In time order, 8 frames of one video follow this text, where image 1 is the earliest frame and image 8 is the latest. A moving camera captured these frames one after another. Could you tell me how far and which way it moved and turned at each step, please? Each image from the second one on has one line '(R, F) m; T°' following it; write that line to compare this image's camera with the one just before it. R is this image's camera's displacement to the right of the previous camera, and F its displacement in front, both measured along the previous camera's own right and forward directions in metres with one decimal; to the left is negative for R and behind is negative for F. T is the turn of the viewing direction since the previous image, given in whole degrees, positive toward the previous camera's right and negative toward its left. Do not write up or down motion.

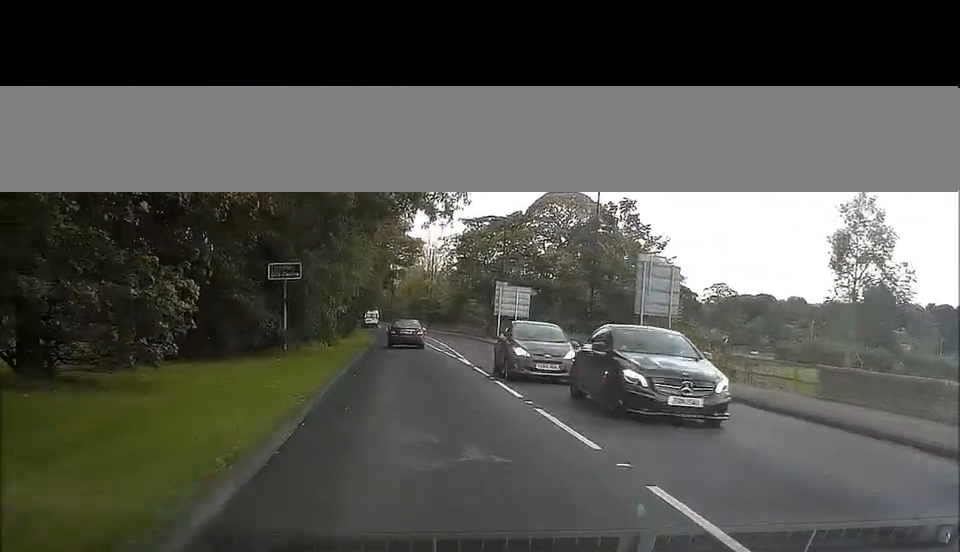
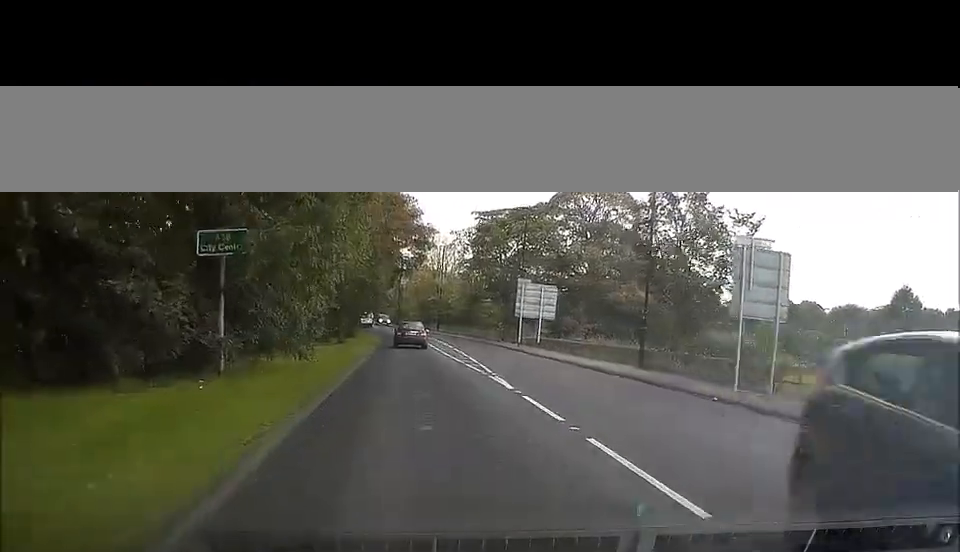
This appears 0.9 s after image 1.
(-0.3, +9.1) m; -2°
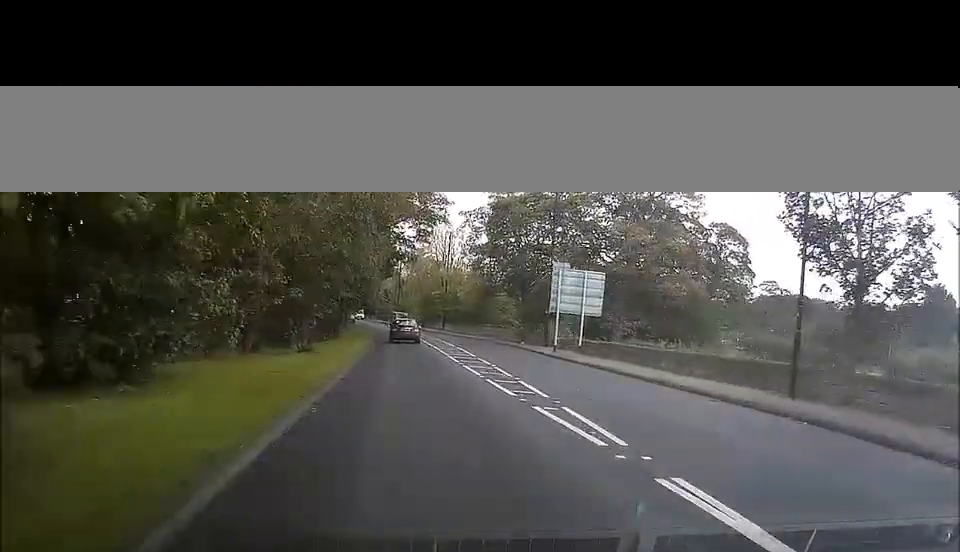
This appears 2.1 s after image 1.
(-0.2, +14.4) m; 0°
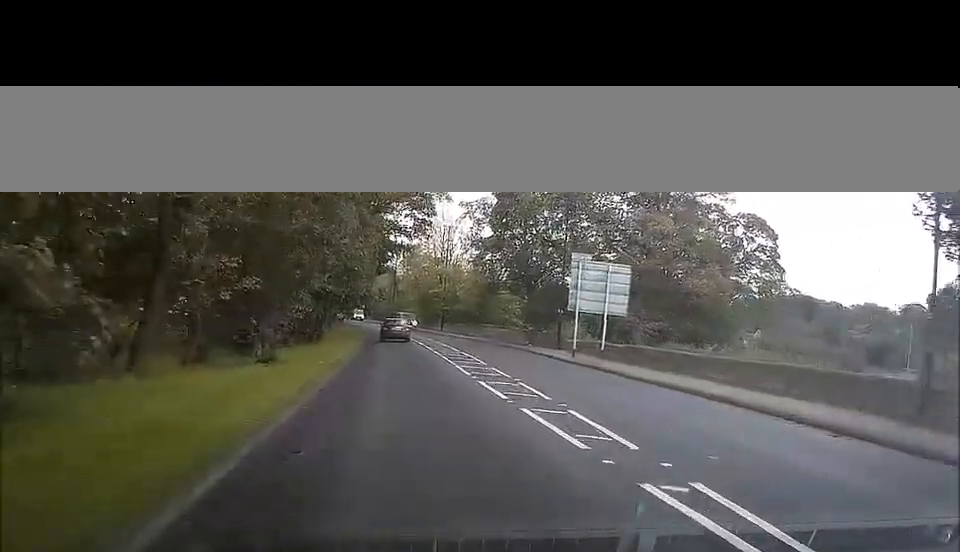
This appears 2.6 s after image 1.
(+0.1, +6.5) m; 0°
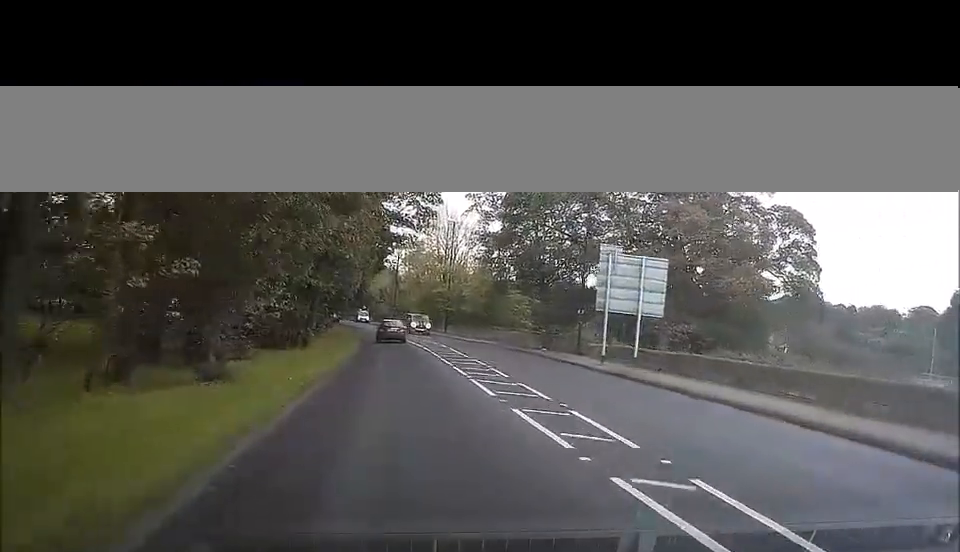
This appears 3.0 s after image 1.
(0.0, +5.8) m; 0°
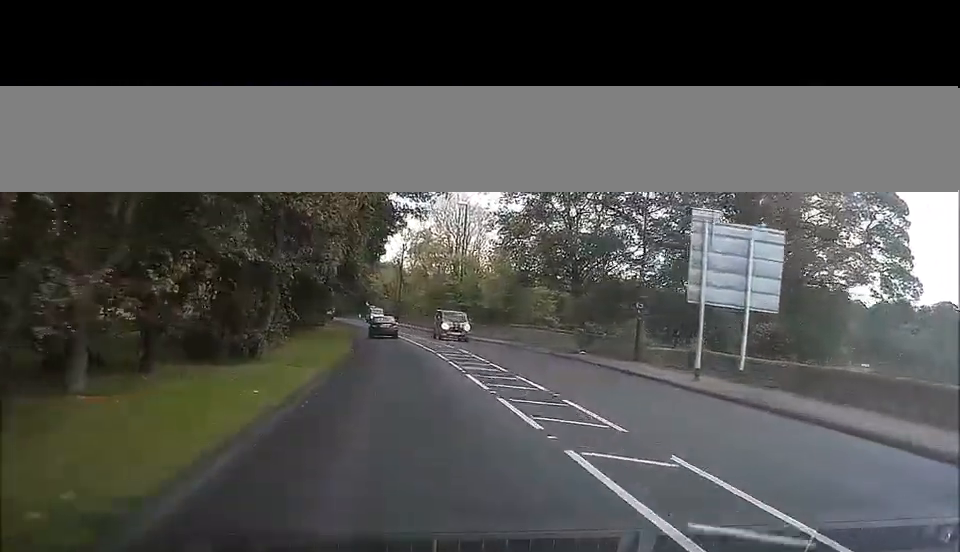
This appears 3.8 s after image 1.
(0.0, +11.2) m; 0°
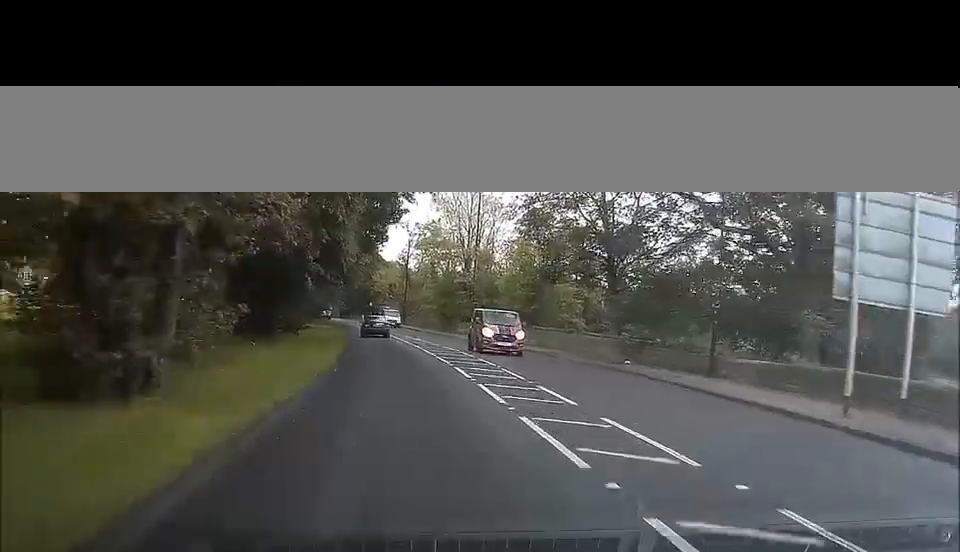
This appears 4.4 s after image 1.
(0.0, +8.6) m; 0°
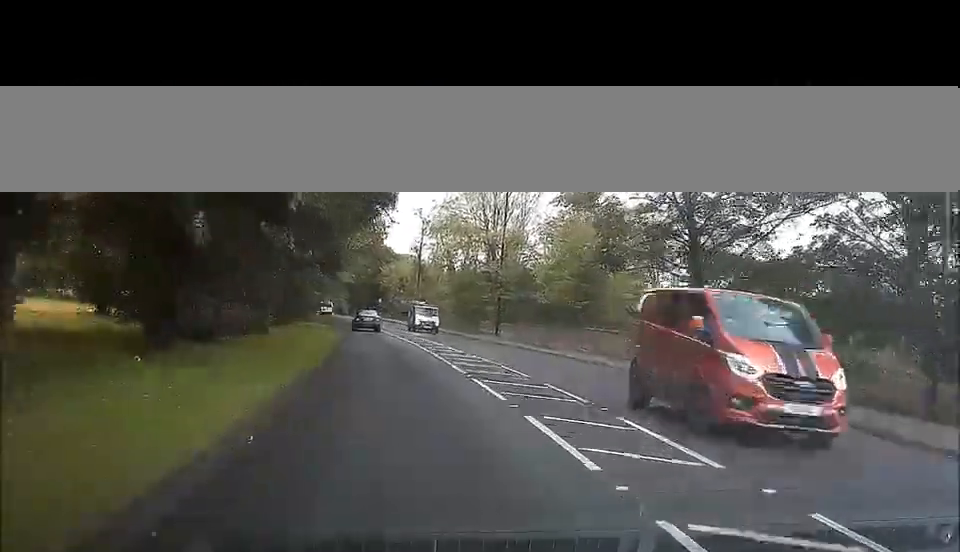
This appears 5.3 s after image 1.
(-0.1, +12.8) m; -1°
